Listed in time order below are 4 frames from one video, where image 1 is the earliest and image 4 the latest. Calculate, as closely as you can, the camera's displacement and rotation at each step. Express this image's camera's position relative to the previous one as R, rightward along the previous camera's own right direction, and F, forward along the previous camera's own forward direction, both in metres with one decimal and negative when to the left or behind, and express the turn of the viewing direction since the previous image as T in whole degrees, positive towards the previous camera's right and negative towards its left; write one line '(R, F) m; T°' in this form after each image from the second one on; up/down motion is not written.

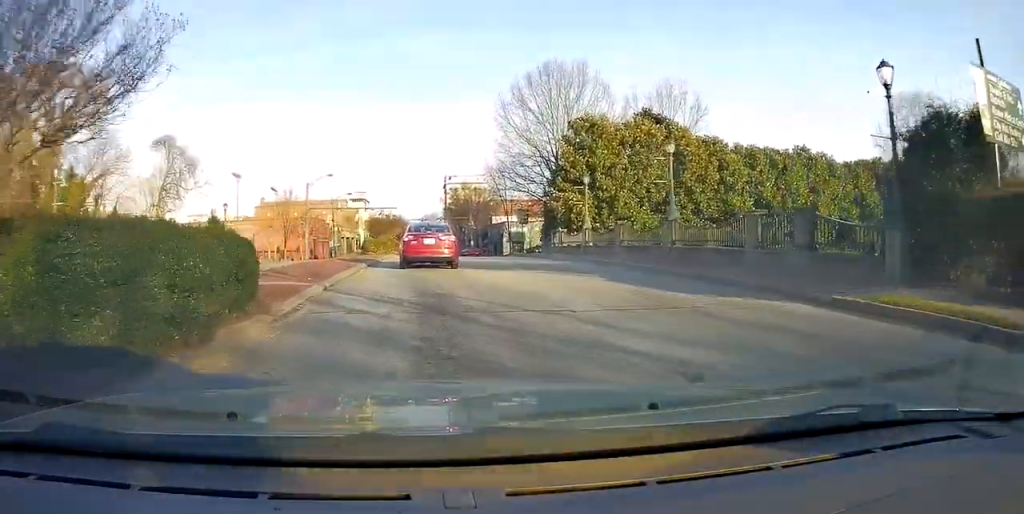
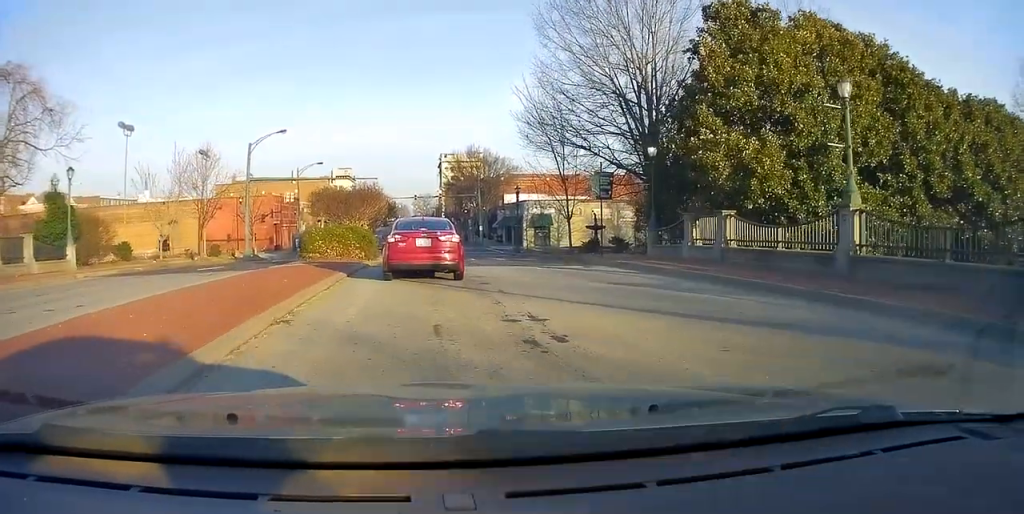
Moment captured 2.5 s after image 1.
(+0.5, +22.7) m; 0°
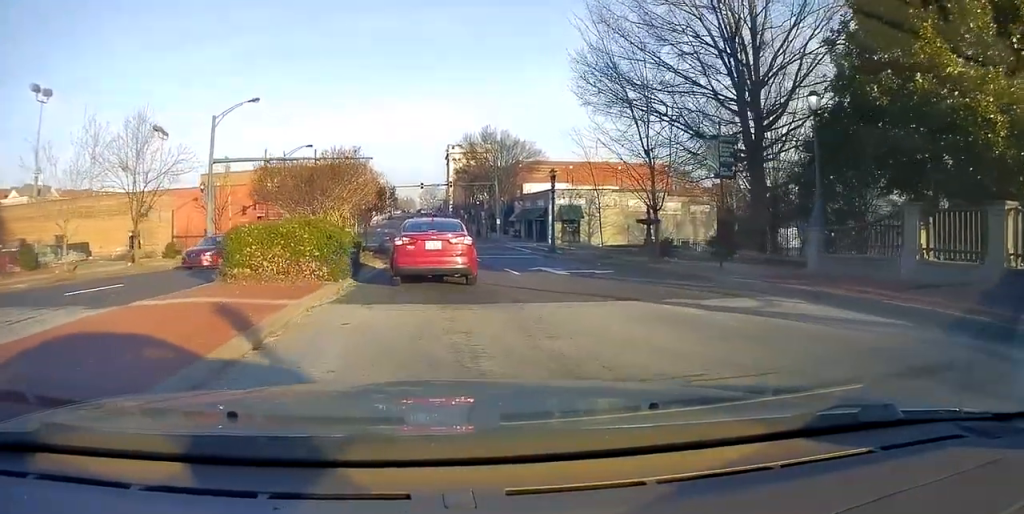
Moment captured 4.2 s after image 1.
(+0.9, +11.3) m; +5°
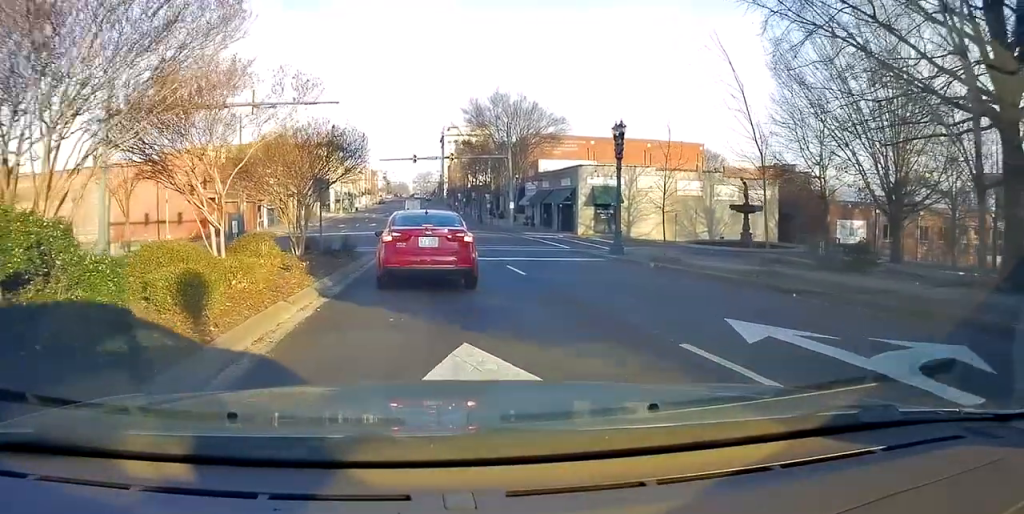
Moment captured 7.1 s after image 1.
(-1.4, +12.8) m; -12°
